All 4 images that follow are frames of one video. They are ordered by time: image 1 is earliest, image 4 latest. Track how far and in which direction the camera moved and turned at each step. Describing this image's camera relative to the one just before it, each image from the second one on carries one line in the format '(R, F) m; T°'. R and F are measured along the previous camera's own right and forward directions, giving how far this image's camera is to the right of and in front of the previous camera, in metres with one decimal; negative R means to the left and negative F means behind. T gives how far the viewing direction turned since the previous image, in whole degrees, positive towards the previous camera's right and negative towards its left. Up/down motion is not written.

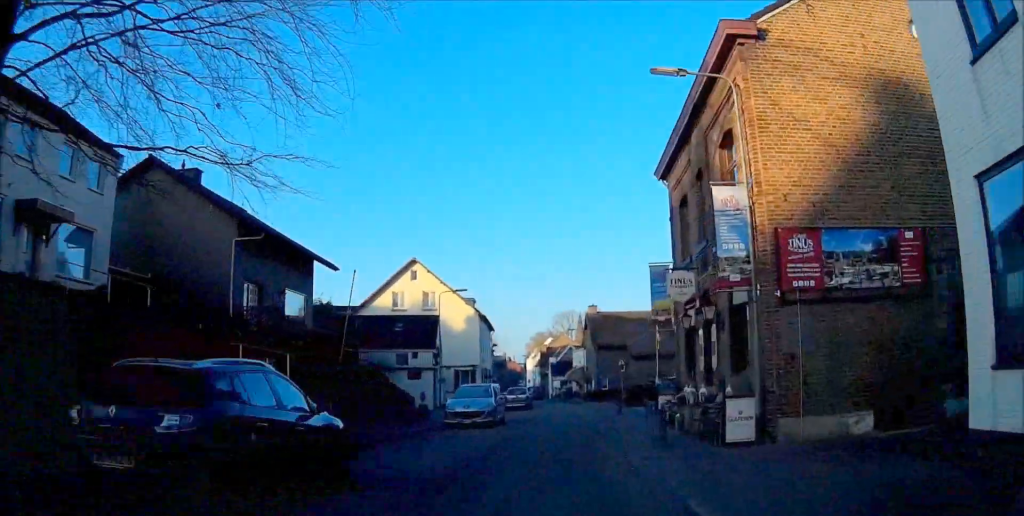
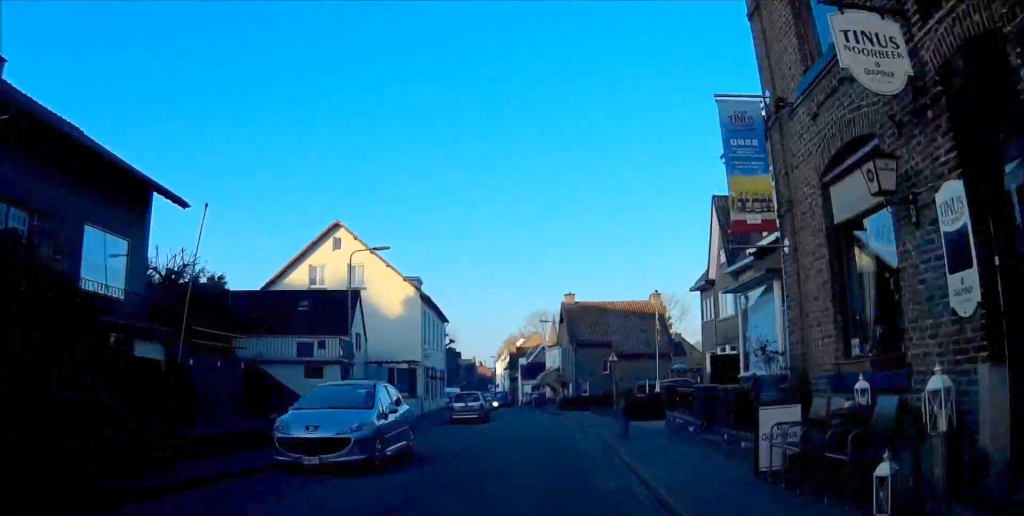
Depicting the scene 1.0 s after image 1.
(+0.2, +12.9) m; +1°
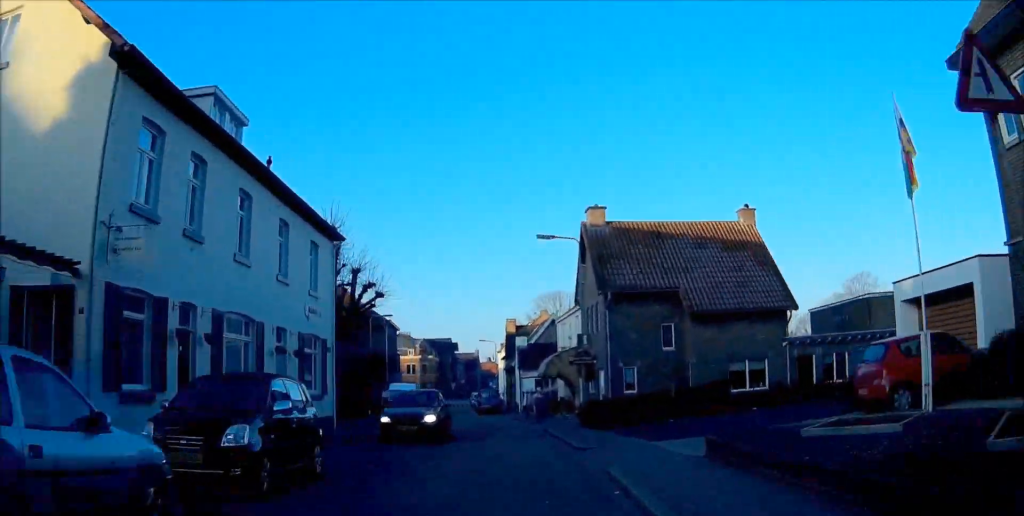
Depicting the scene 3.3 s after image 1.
(+0.2, +29.9) m; -3°
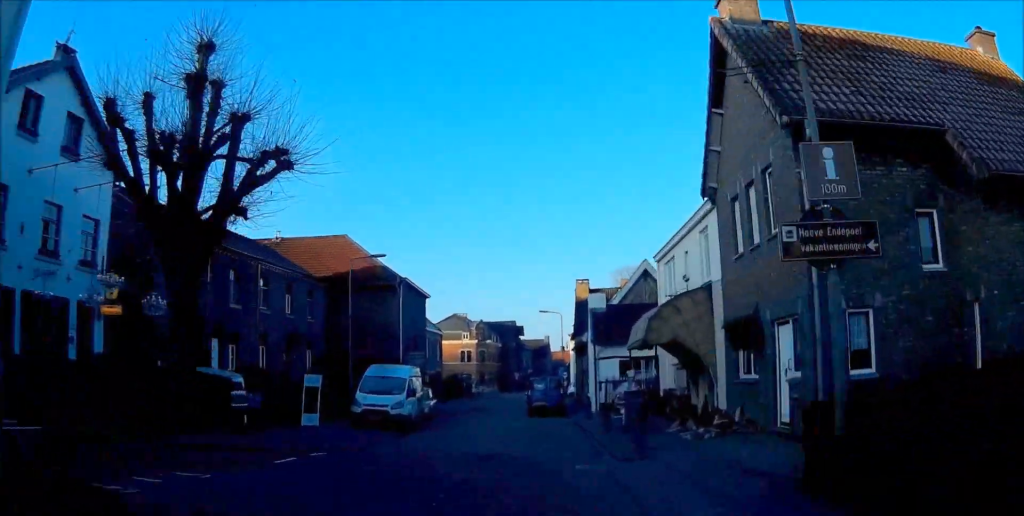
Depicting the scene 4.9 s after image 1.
(-1.3, +19.7) m; -3°
